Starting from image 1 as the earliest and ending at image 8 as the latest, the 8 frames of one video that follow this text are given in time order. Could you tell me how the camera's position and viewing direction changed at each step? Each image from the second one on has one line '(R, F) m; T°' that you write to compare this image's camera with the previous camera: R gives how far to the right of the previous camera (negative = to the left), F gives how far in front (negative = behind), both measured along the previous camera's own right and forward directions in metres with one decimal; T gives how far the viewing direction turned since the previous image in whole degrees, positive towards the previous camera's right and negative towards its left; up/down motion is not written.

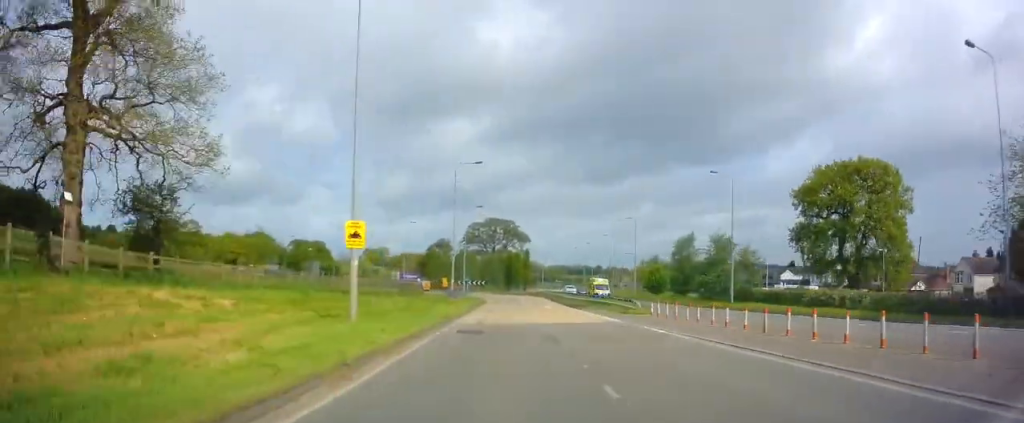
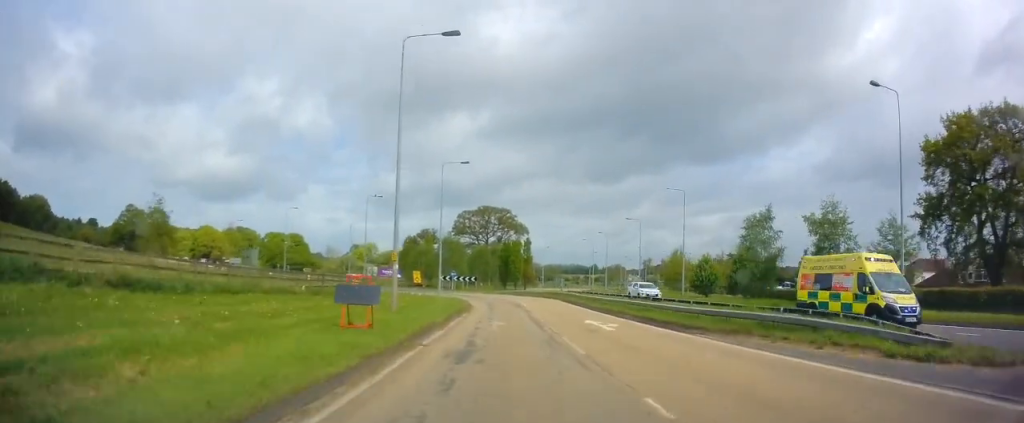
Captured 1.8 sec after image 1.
(+0.1, +24.8) m; +2°
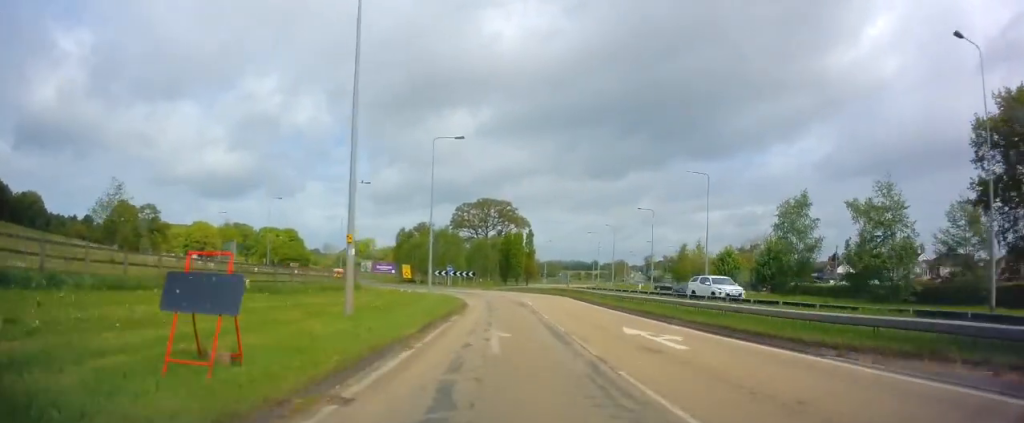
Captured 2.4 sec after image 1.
(0.0, +7.0) m; 0°
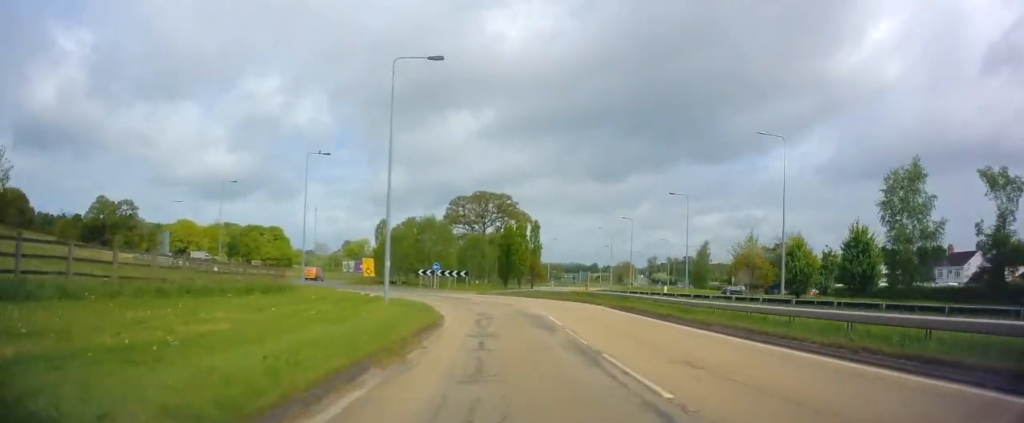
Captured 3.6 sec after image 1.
(0.0, +15.7) m; -2°
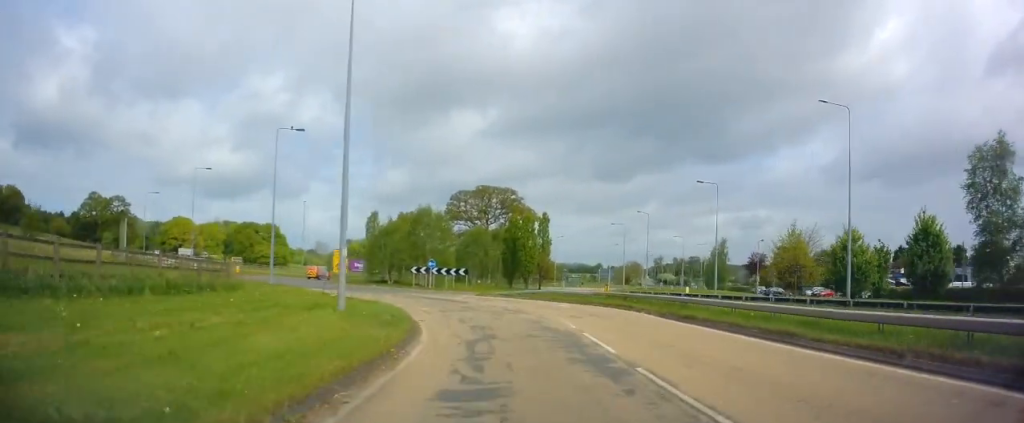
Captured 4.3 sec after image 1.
(-0.3, +7.8) m; -1°
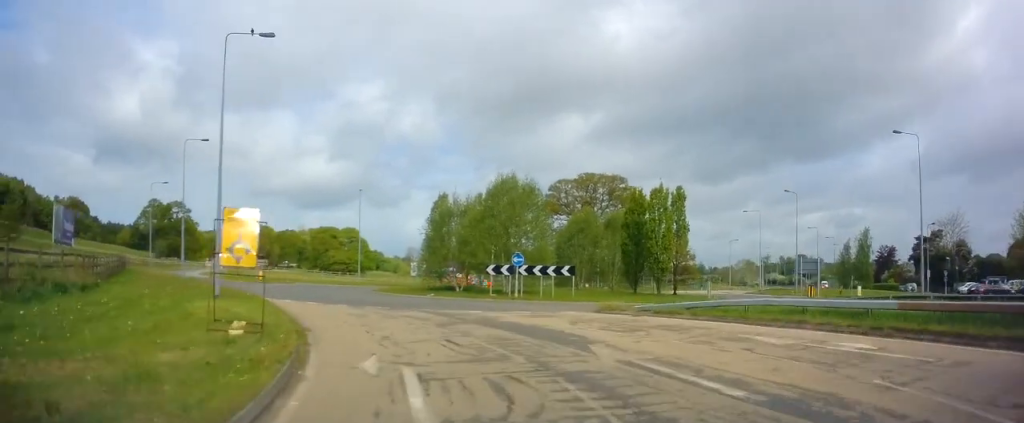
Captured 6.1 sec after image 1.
(-0.6, +19.8) m; -8°
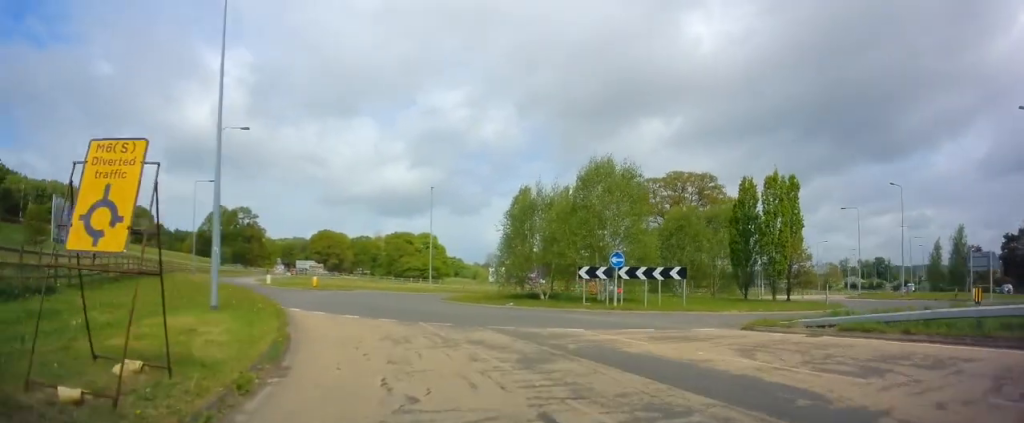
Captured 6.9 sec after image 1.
(-0.4, +6.9) m; -7°
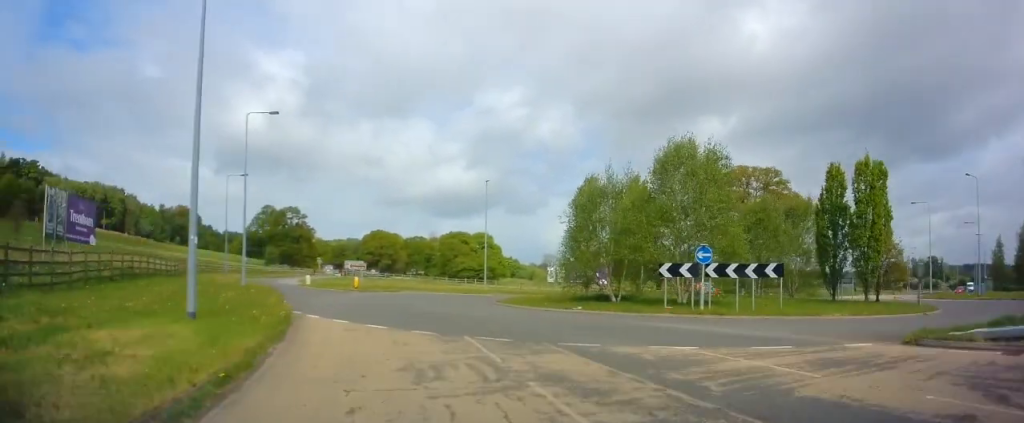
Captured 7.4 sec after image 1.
(-0.3, +5.0) m; -5°
